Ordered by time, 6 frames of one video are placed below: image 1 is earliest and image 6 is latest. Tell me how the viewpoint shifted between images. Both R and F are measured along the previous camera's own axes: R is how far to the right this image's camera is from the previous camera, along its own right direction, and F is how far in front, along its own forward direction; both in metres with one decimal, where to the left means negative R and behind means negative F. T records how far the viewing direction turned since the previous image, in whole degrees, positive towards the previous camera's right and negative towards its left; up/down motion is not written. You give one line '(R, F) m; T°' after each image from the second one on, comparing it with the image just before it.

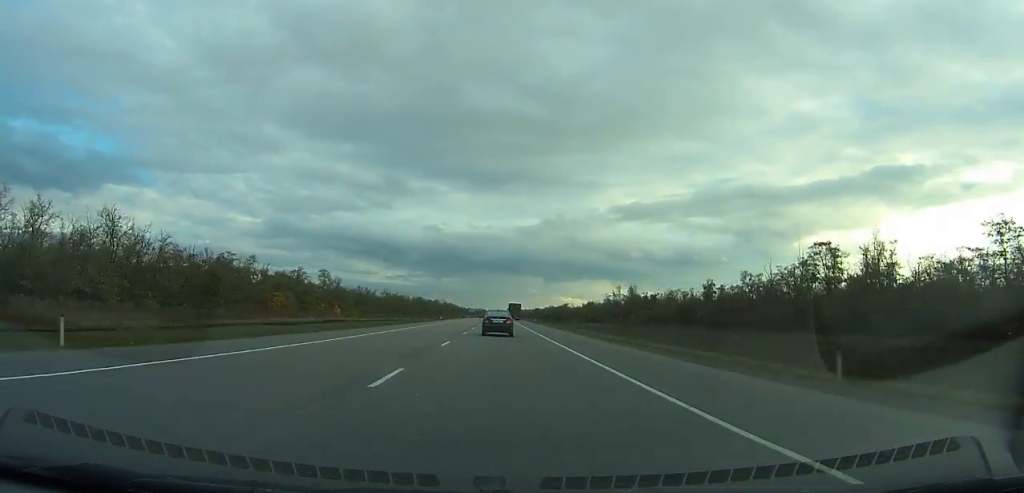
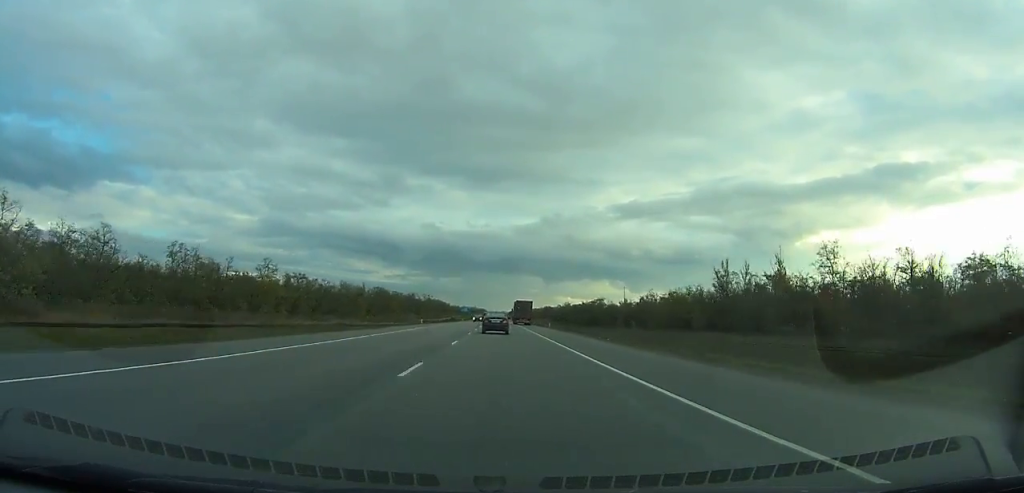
(-0.1, +133.1) m; 0°
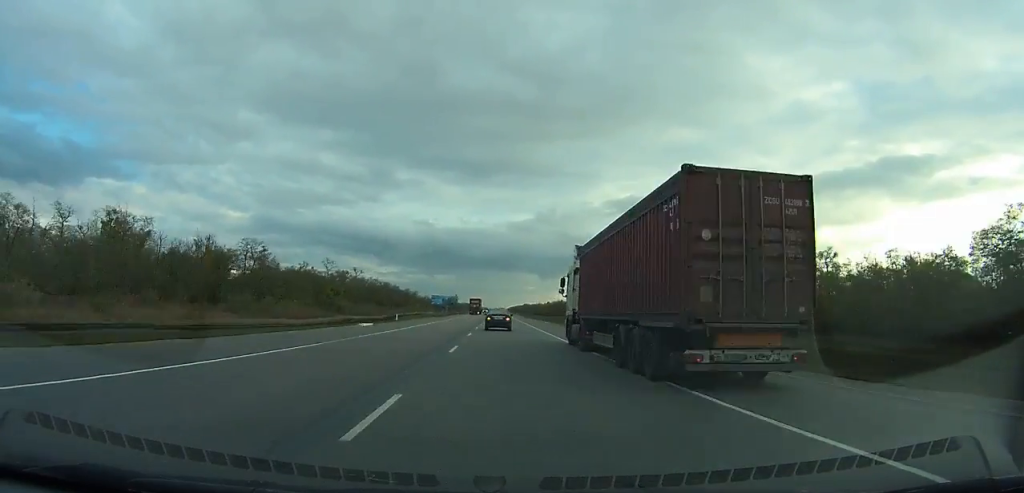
(+0.4, +220.4) m; 0°
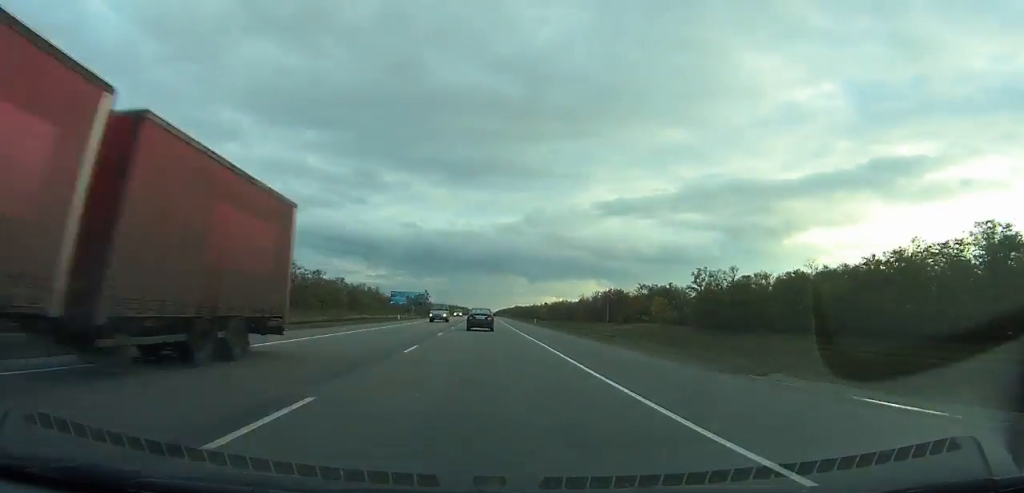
(+0.4, +85.6) m; 0°
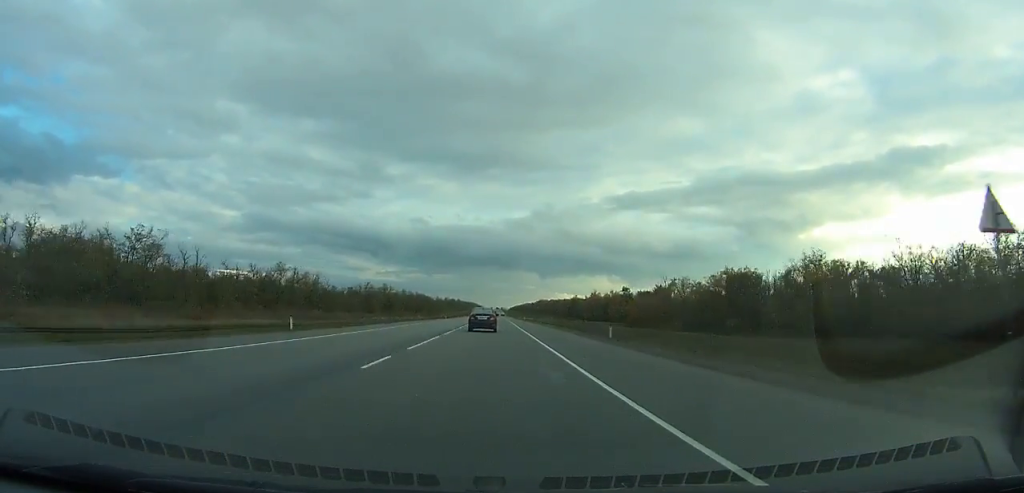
(-0.5, +243.8) m; 0°
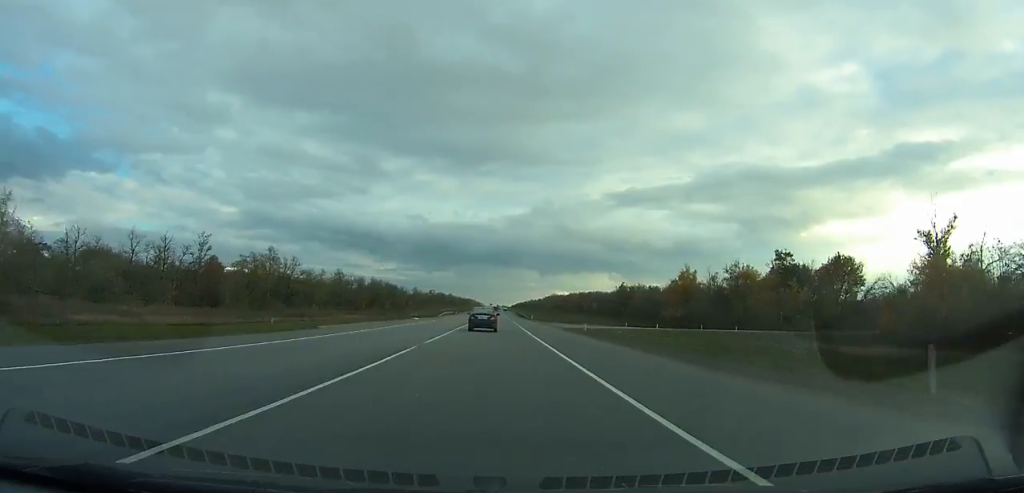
(0.0, +124.3) m; 0°
